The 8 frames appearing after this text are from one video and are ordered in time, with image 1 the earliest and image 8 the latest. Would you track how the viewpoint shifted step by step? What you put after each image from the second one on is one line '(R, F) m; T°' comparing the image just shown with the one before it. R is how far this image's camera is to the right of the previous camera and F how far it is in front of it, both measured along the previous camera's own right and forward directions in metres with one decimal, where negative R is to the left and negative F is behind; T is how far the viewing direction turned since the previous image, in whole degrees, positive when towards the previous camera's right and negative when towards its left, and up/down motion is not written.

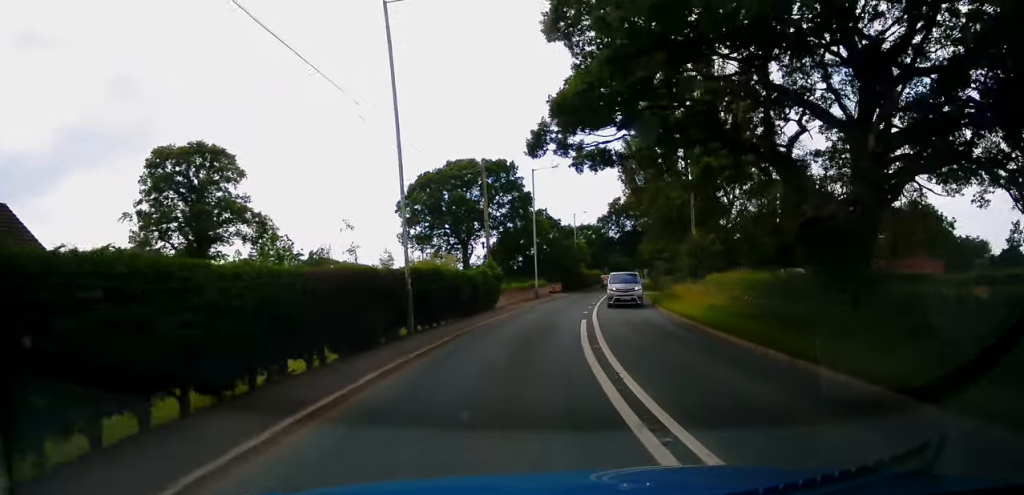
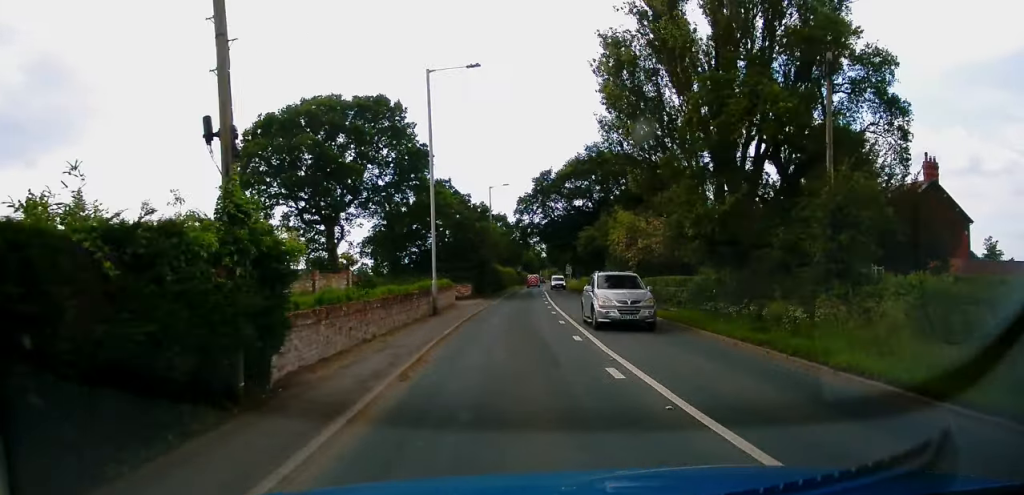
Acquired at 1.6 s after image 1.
(+2.3, +23.2) m; +8°
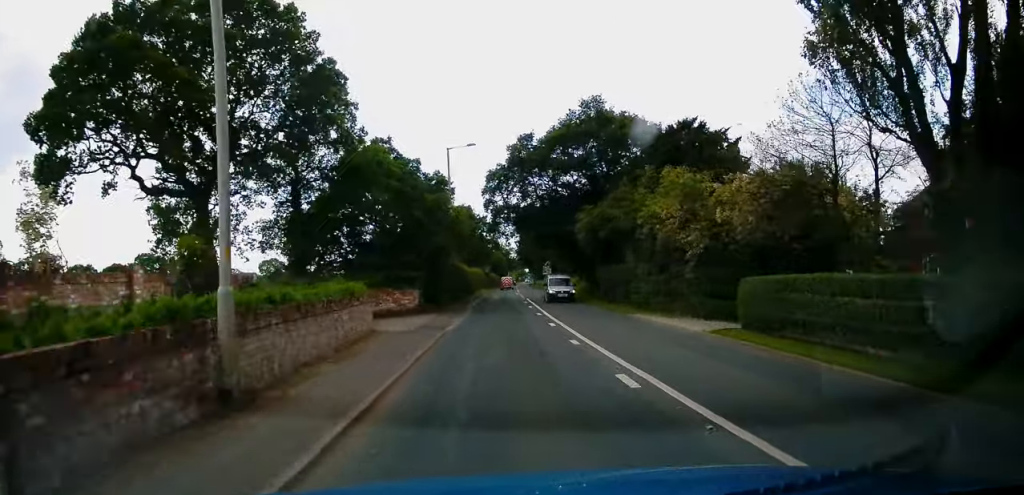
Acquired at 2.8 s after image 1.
(+0.4, +17.4) m; +4°
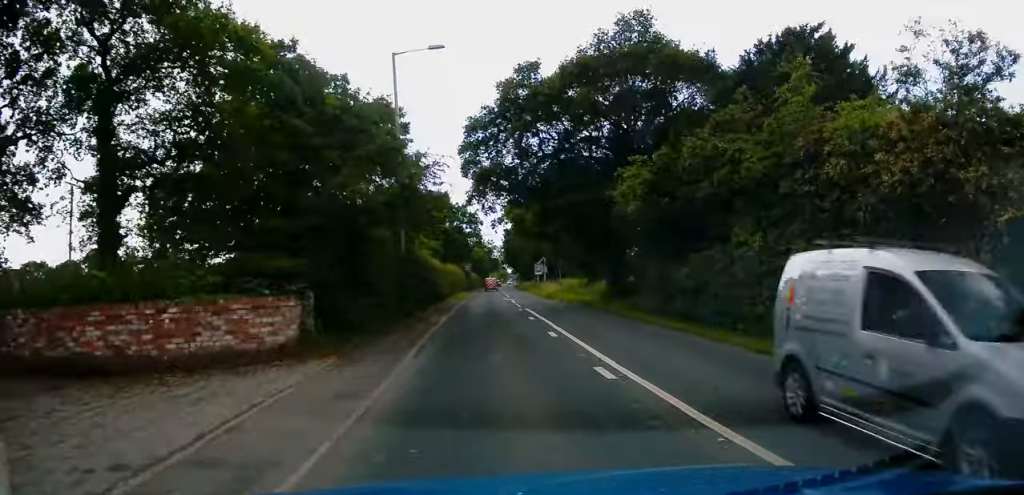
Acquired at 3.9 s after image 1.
(+0.7, +16.4) m; +3°
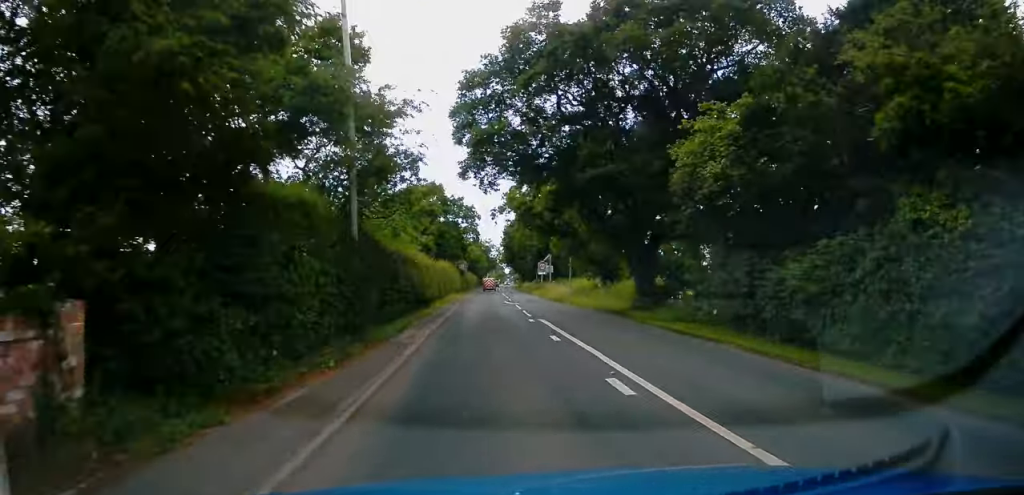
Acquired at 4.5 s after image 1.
(+0.1, +7.8) m; +1°
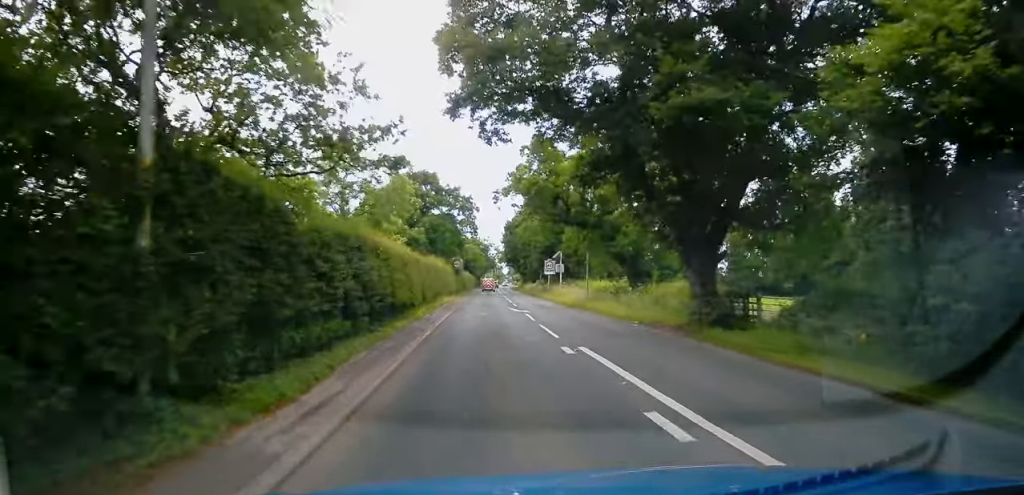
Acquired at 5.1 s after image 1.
(0.0, +9.0) m; -1°
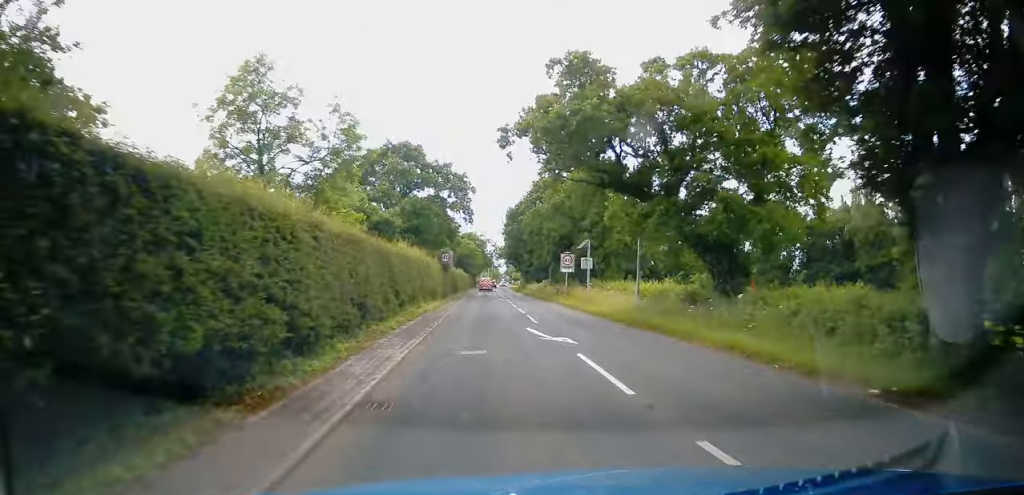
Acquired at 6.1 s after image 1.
(-0.3, +14.0) m; 0°
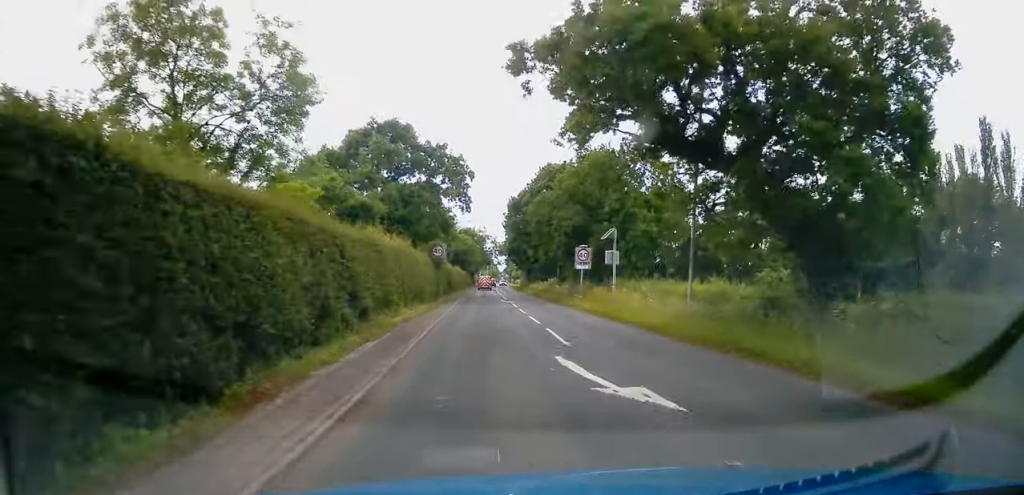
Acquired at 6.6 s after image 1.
(0.0, +7.2) m; +1°
